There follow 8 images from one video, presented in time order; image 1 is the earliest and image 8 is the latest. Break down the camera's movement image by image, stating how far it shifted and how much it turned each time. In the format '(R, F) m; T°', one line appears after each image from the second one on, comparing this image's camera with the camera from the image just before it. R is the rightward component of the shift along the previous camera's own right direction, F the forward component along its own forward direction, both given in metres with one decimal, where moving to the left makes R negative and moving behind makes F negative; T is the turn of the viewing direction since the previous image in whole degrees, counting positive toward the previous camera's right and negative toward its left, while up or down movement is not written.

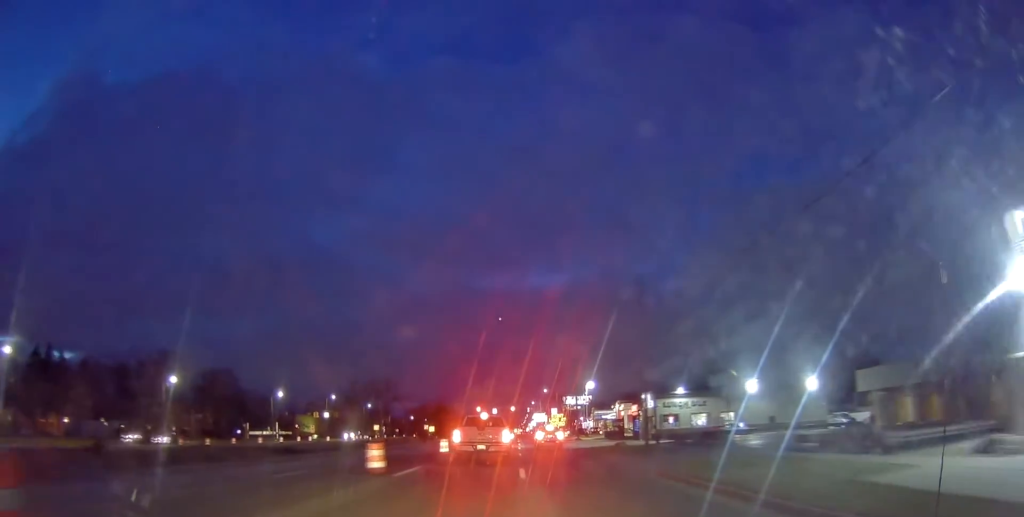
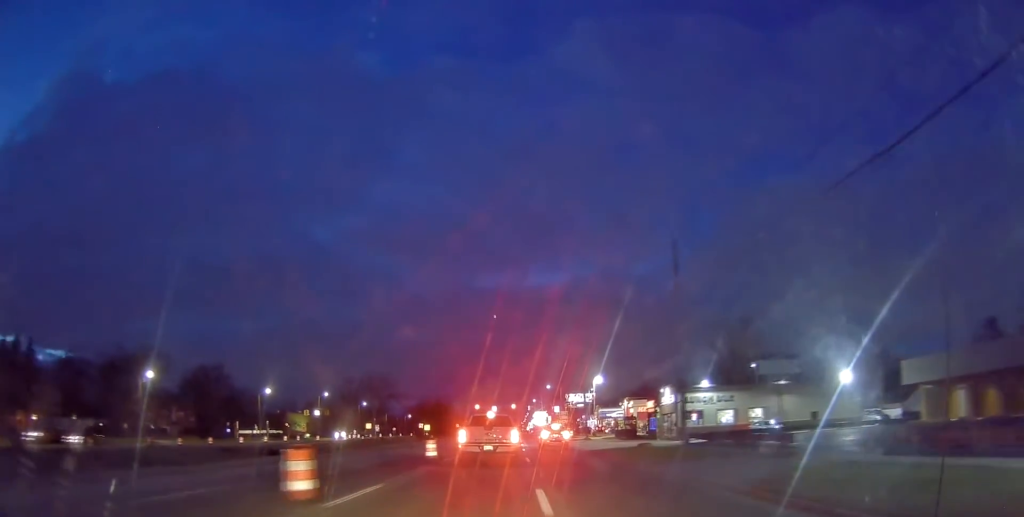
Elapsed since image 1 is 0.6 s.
(-0.1, +7.5) m; -2°
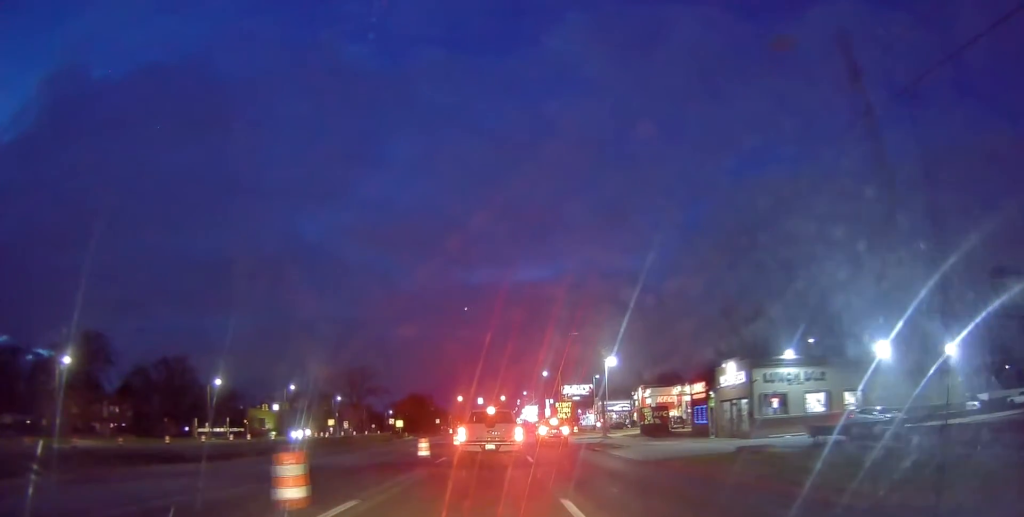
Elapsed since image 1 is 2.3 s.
(-1.0, +20.7) m; -5°
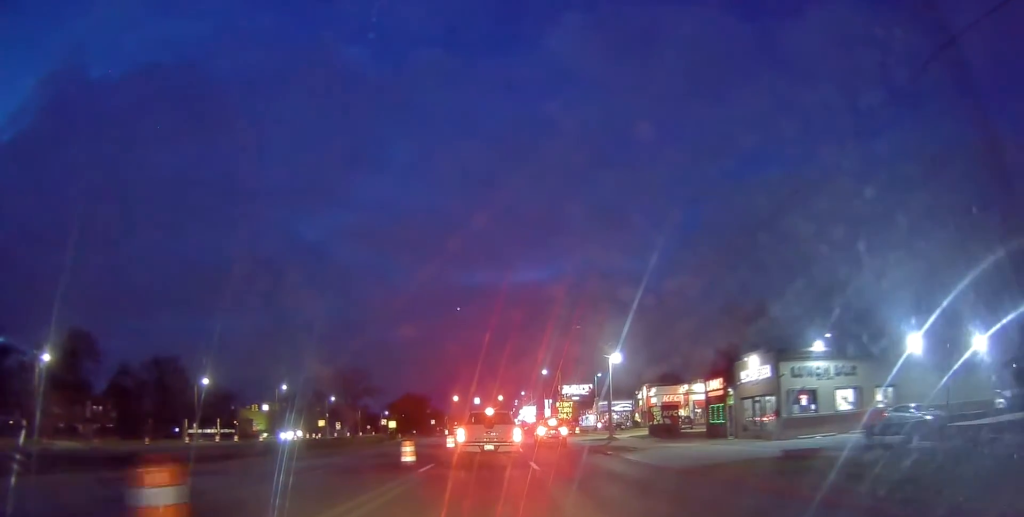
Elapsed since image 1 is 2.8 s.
(0.0, +5.3) m; -1°
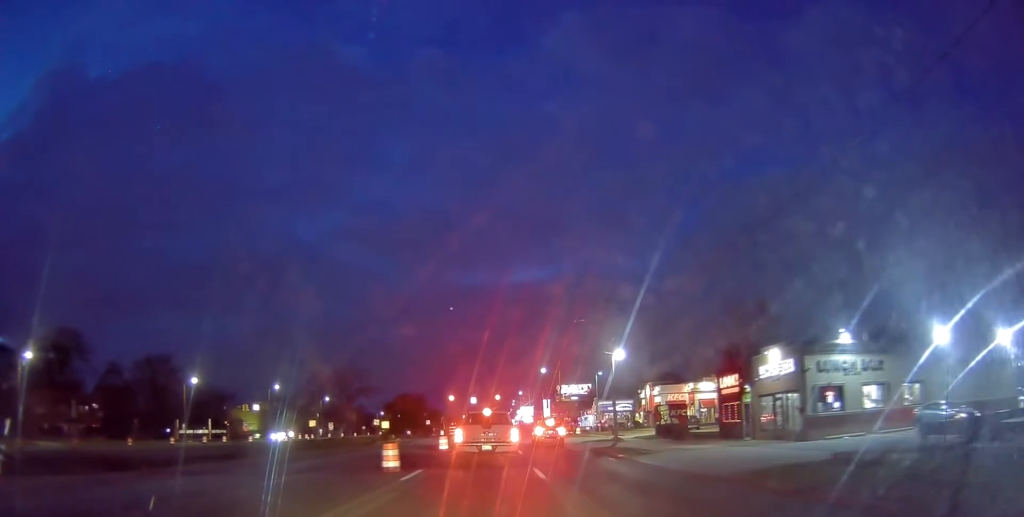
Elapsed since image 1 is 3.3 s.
(-0.2, +4.2) m; +1°
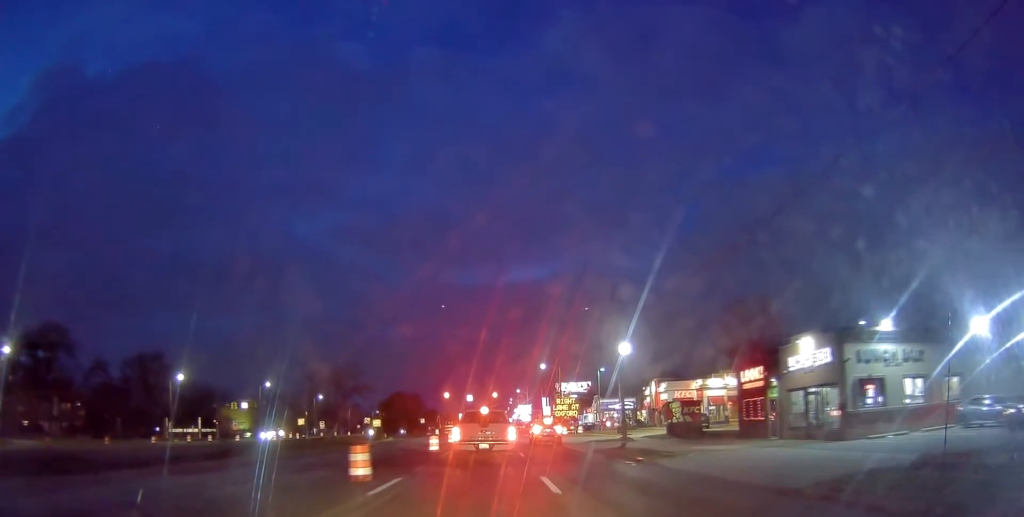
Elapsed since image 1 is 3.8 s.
(-0.3, +5.4) m; +2°
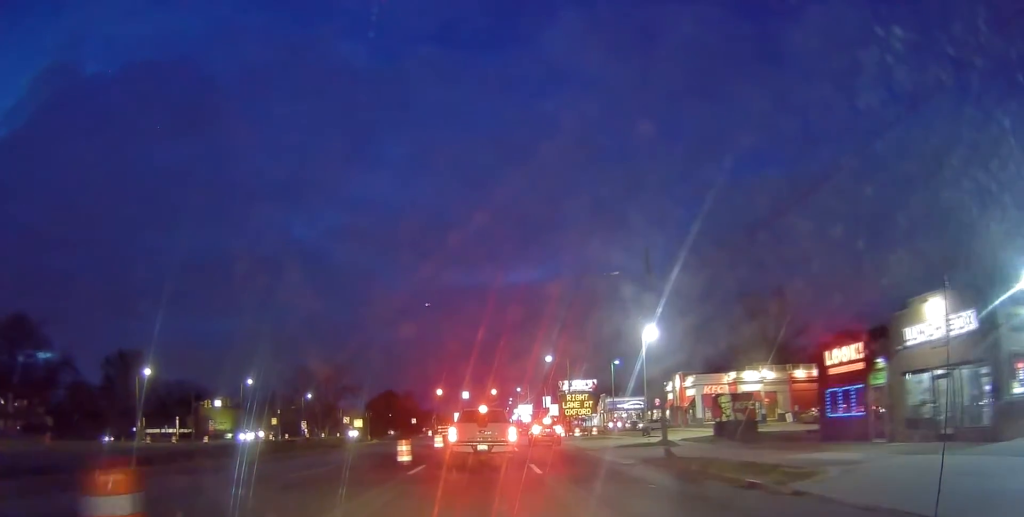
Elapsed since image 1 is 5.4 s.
(+1.0, +12.2) m; +4°
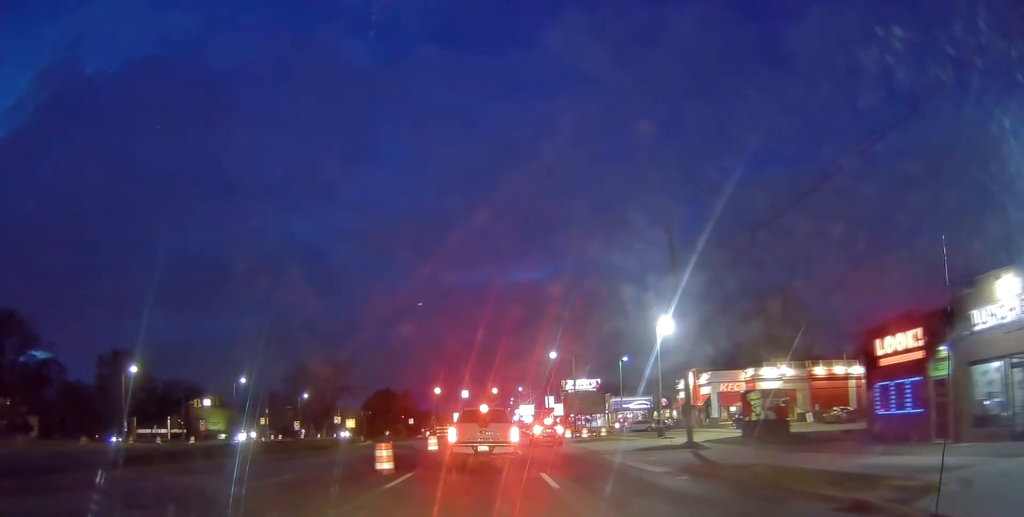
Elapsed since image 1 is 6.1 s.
(0.0, +4.5) m; +1°
